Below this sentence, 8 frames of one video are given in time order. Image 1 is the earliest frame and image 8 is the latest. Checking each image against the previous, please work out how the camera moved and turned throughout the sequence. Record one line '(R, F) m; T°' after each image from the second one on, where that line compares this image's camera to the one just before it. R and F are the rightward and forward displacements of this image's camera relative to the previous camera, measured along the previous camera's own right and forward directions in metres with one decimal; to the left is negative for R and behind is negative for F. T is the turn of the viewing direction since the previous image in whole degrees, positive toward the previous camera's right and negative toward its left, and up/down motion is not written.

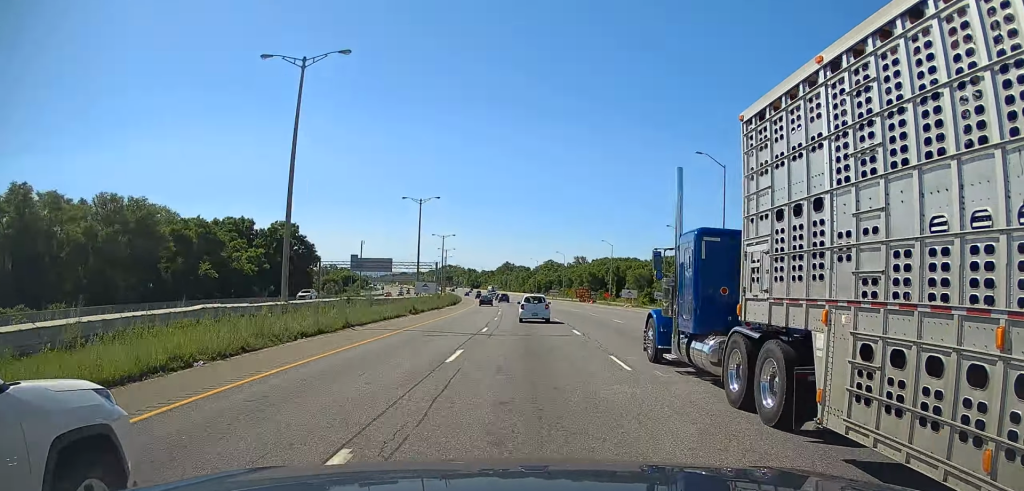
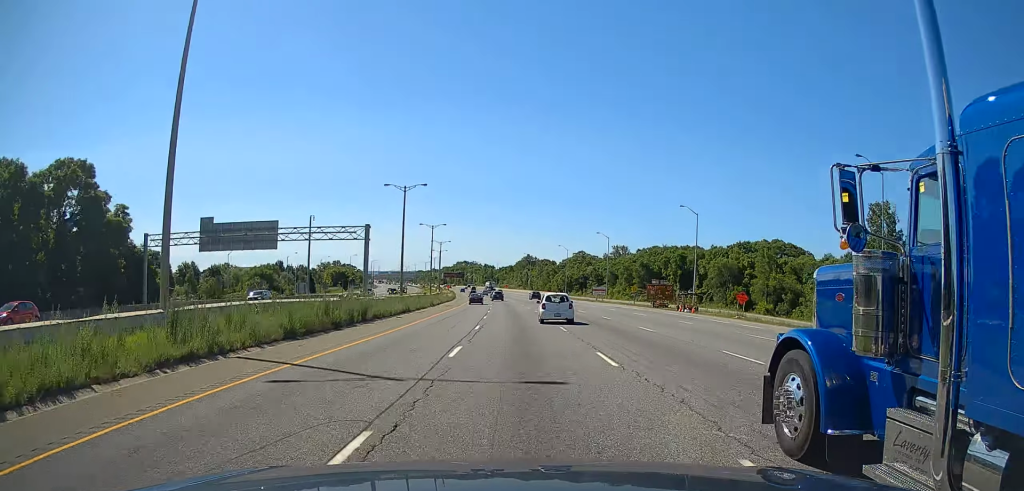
(-1.9, +70.9) m; -2°
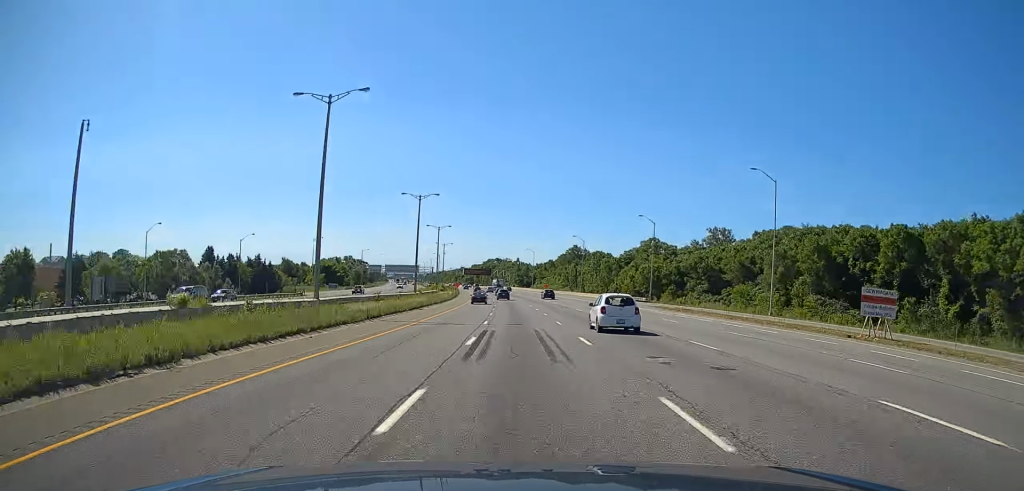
(-1.5, +90.5) m; -3°
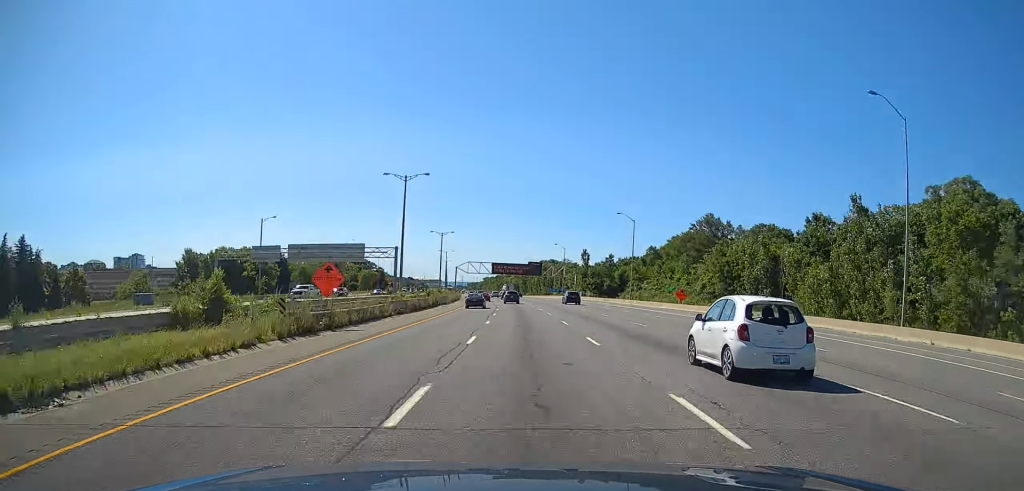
(-5.8, +135.3) m; -4°
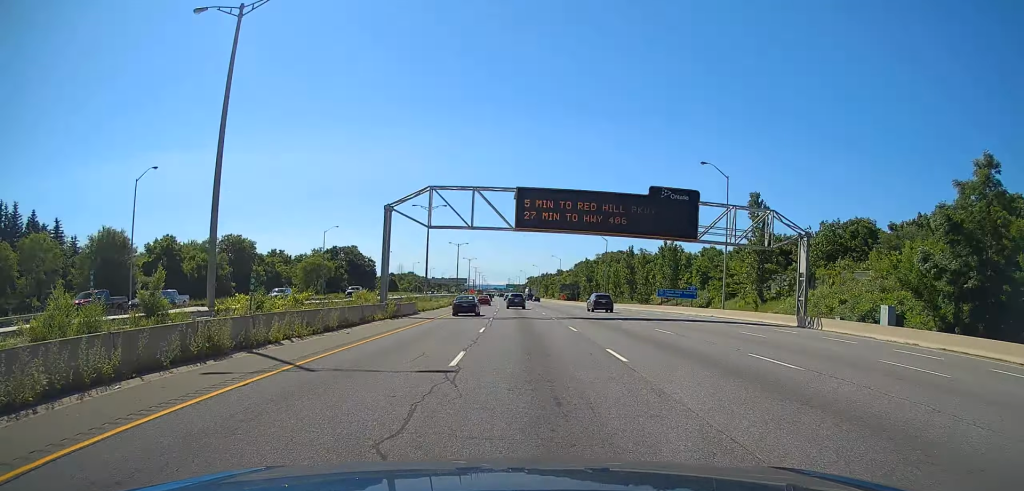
(-4.2, +122.8) m; -3°
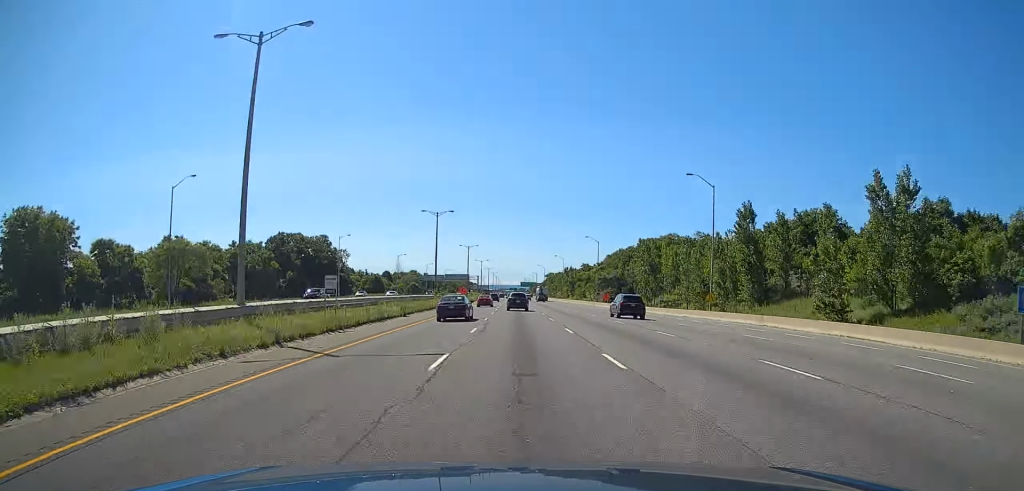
(-1.5, +71.4) m; -1°
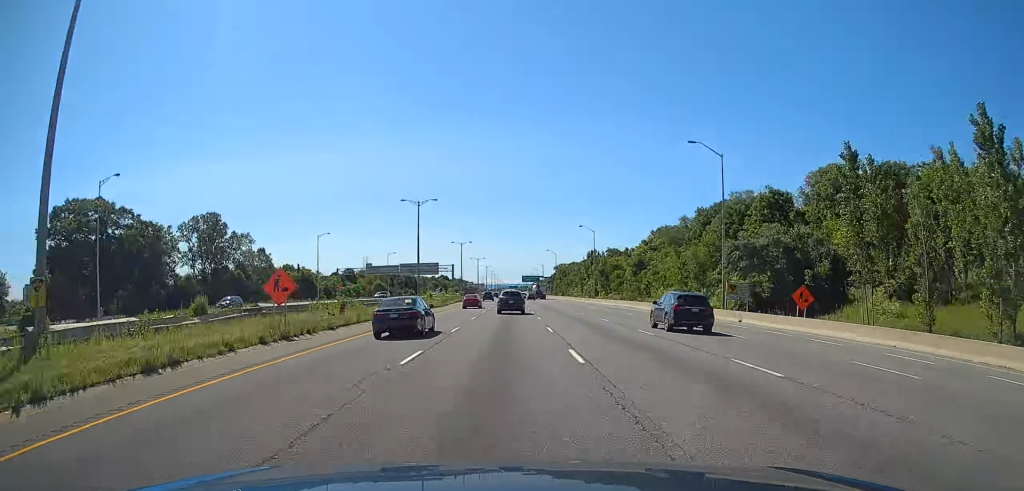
(-0.8, +93.1) m; -1°
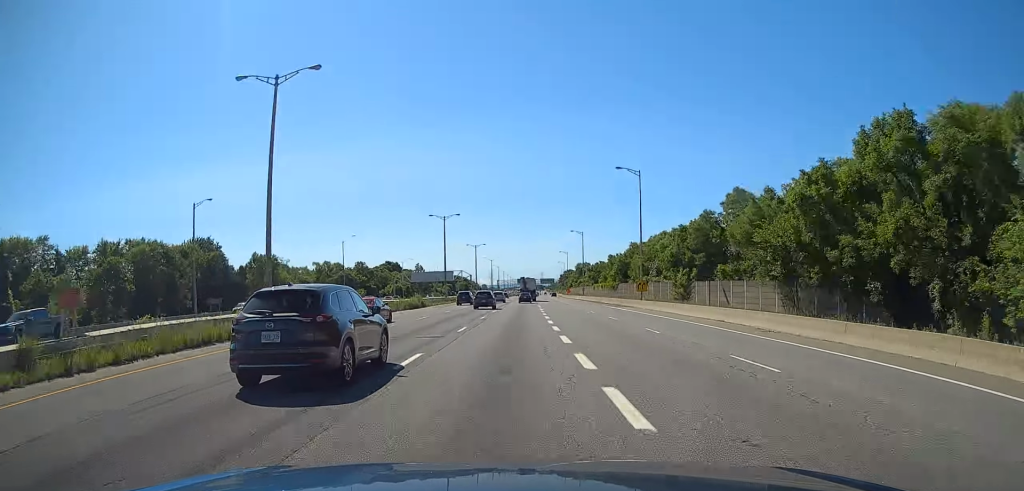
(-3.6, +290.6) m; -1°
